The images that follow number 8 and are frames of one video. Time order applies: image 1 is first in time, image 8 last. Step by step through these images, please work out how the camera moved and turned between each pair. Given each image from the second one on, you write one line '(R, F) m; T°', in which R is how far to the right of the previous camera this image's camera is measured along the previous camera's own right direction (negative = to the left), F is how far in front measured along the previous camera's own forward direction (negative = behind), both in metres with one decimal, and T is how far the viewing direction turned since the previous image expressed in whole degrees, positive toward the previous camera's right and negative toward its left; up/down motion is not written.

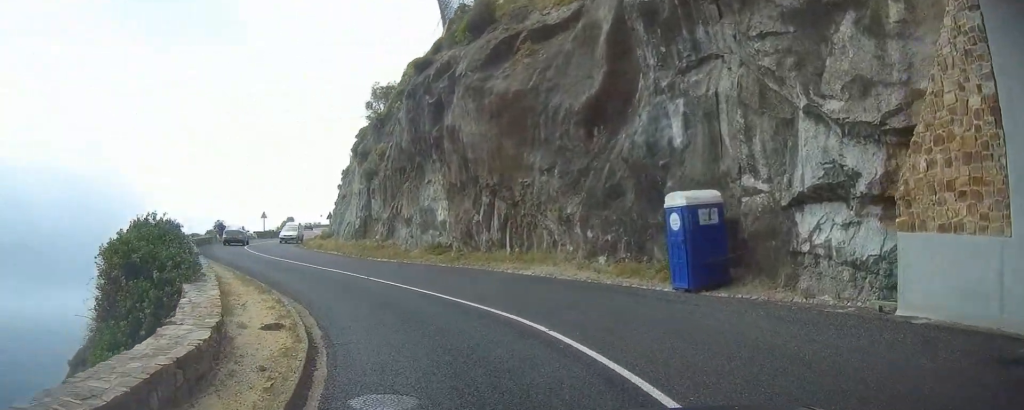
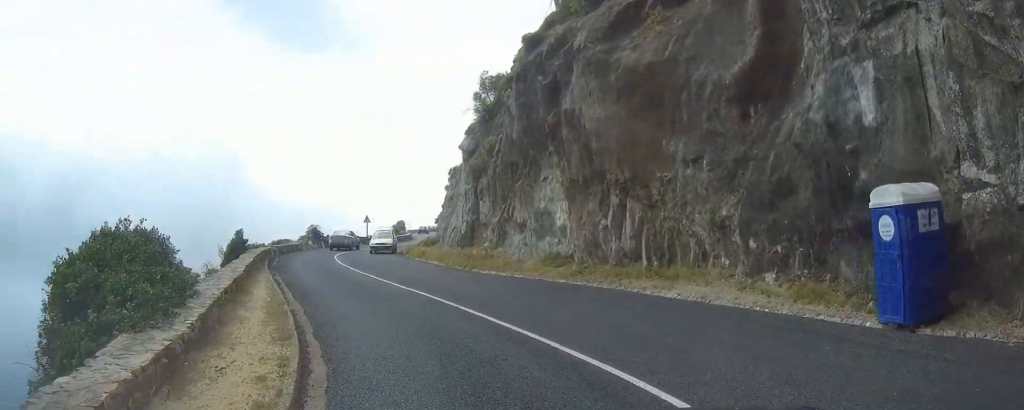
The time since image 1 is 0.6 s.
(-0.9, +4.5) m; -15°
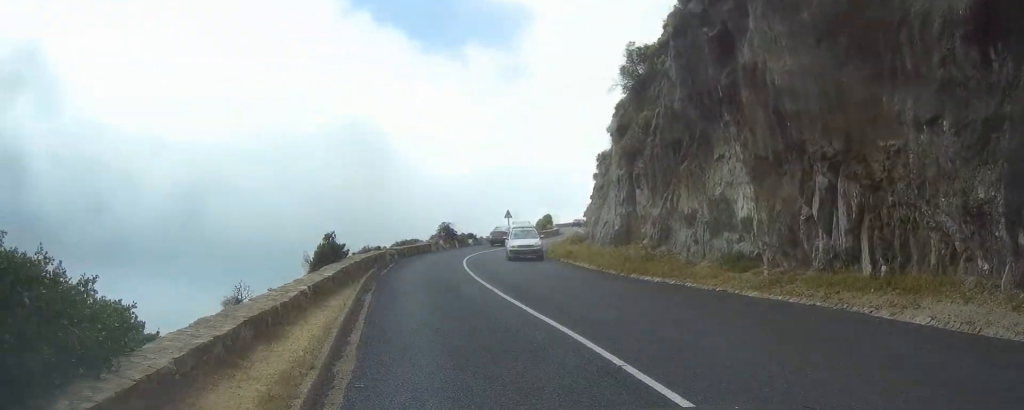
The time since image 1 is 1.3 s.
(-0.3, +5.0) m; -5°
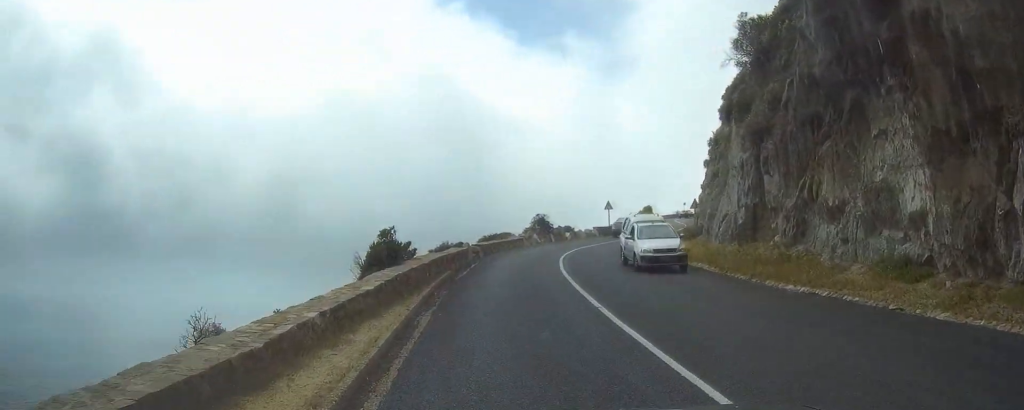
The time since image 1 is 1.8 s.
(-0.1, +4.2) m; -3°
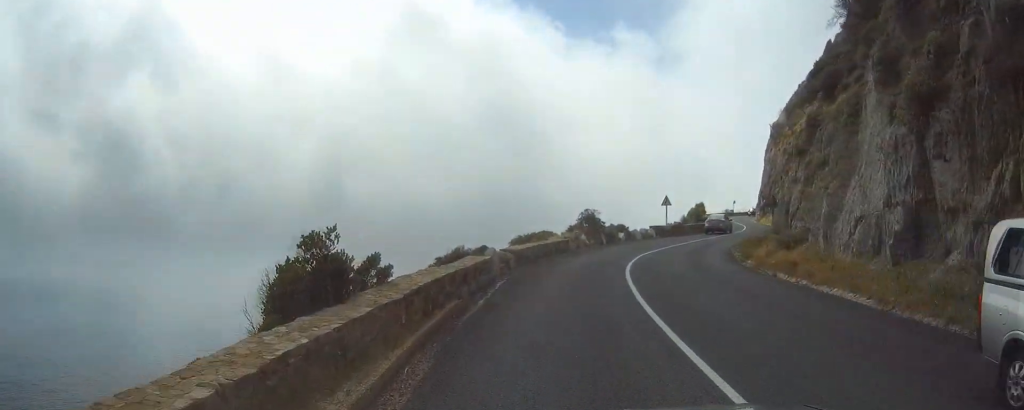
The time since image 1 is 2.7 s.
(-0.3, +7.8) m; -3°
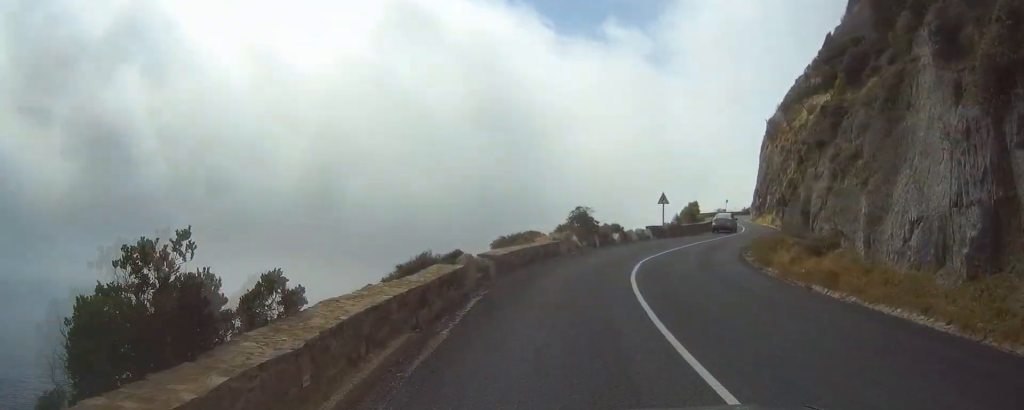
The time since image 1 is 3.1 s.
(-0.2, +3.5) m; +2°
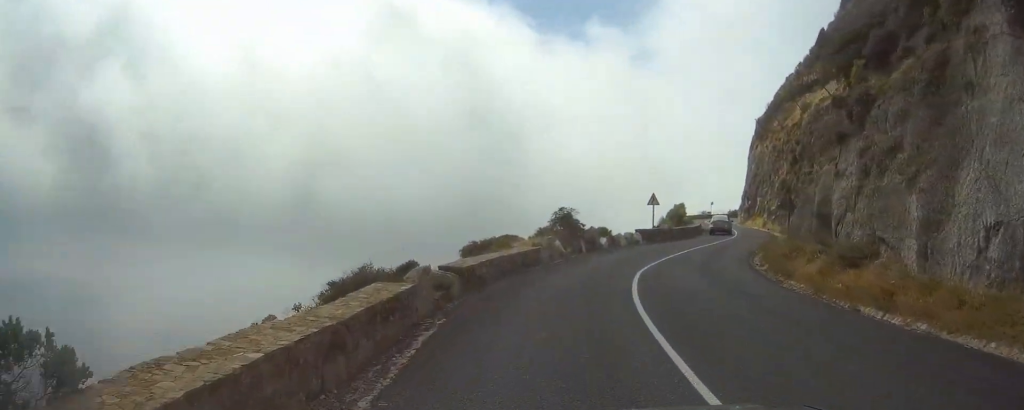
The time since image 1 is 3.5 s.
(-0.3, +3.5) m; +2°
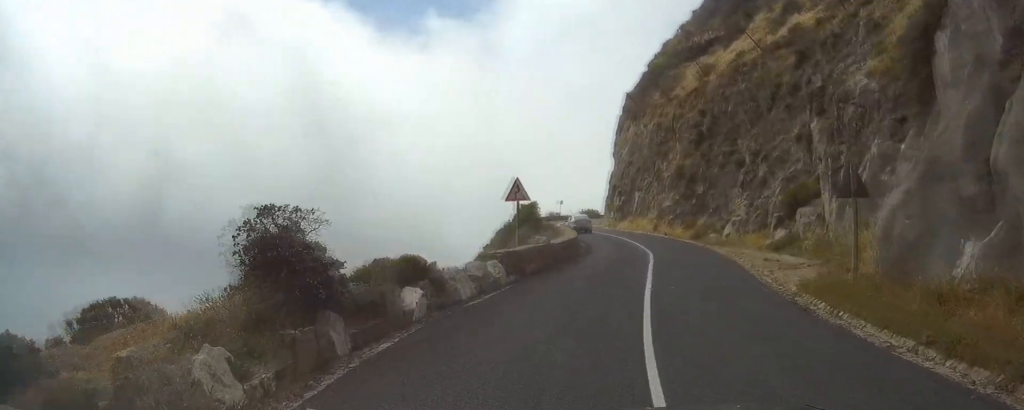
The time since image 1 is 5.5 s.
(+2.1, +18.6) m; +14°
